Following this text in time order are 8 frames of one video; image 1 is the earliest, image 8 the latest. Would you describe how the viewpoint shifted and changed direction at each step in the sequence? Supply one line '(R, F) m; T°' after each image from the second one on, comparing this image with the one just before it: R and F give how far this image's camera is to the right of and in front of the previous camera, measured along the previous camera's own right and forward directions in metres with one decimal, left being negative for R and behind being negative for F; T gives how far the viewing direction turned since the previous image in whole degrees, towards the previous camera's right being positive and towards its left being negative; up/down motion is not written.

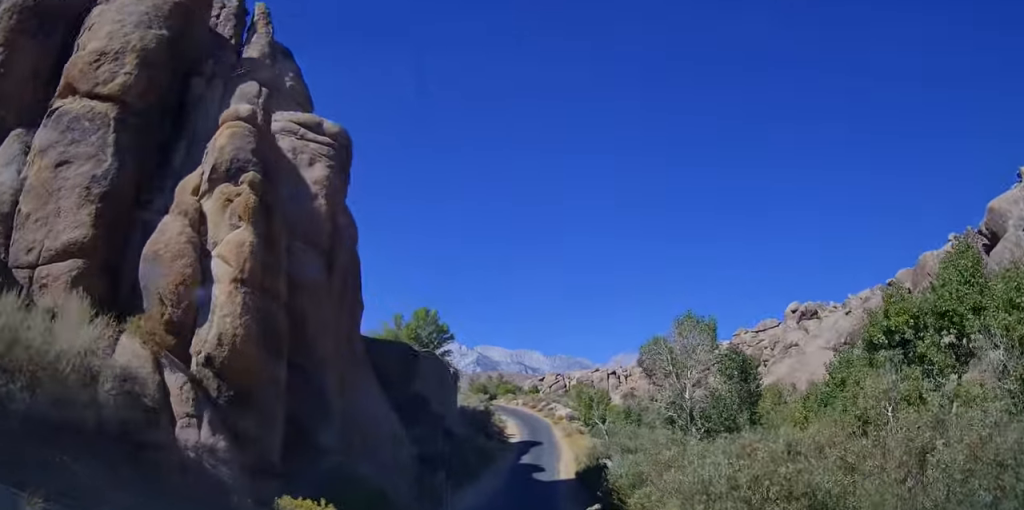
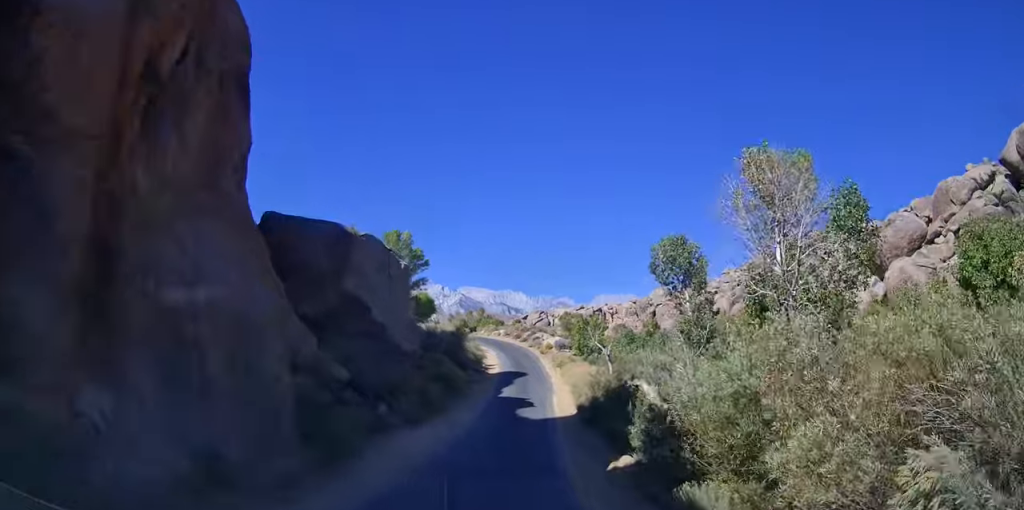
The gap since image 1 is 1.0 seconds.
(0.0, +10.9) m; +1°
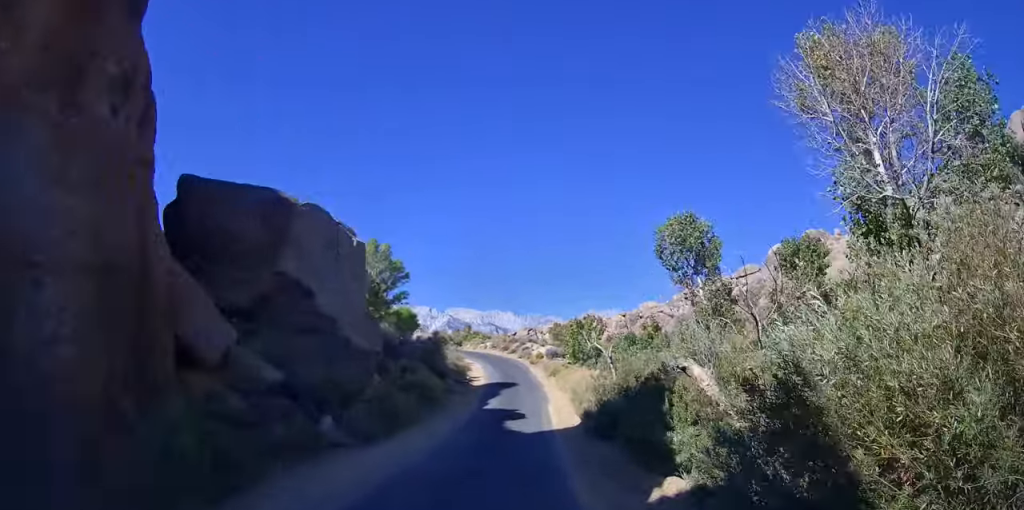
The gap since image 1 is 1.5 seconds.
(+0.1, +5.6) m; +1°
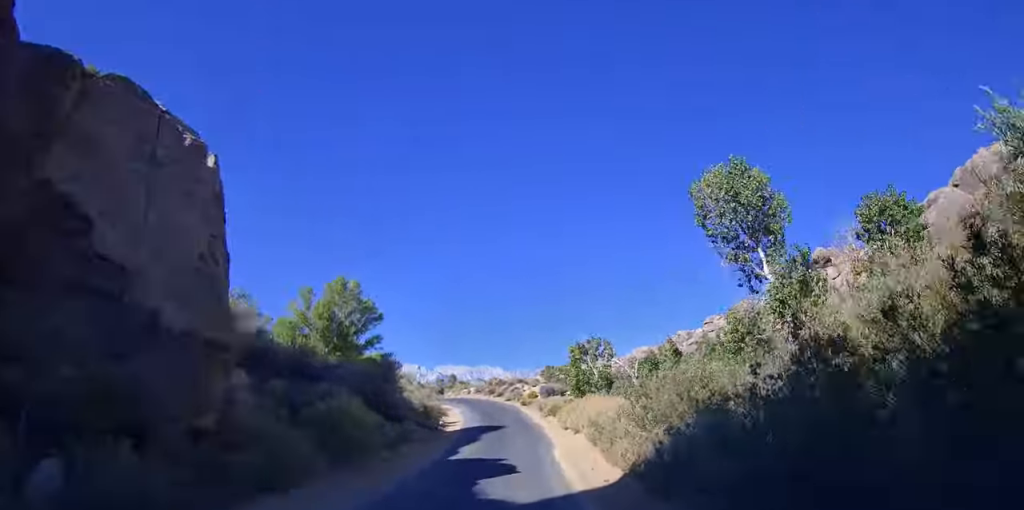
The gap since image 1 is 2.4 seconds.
(+0.1, +10.2) m; +2°
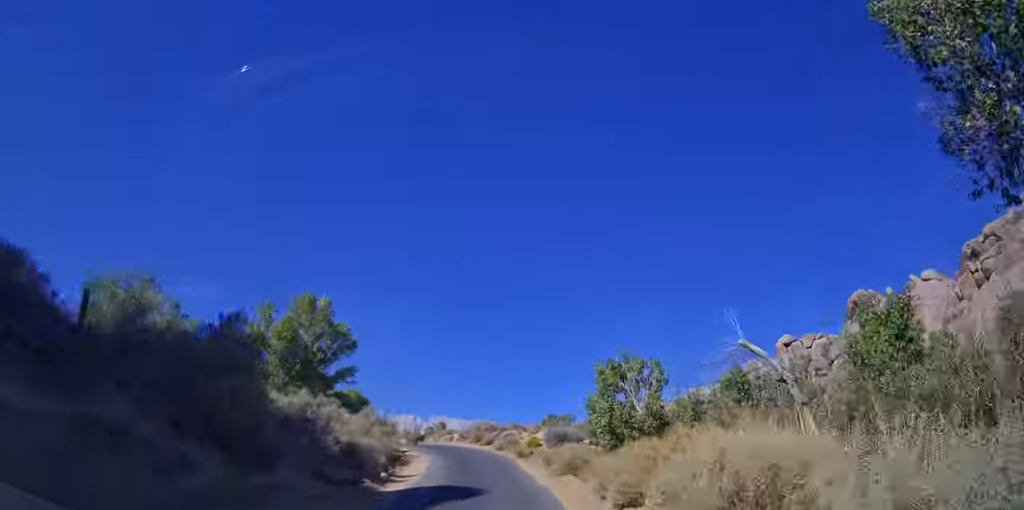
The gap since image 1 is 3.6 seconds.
(+0.4, +13.5) m; +2°
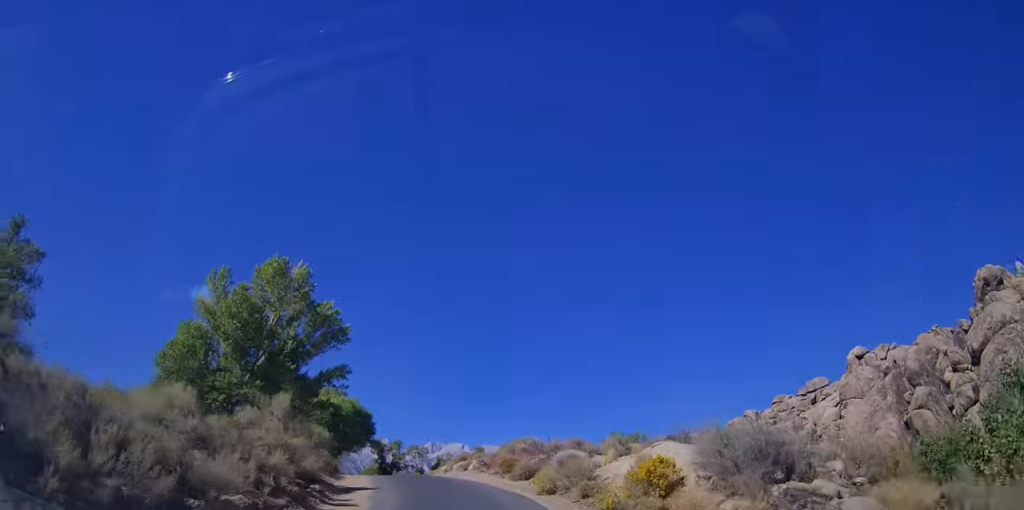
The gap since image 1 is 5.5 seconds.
(-0.8, +22.2) m; -6°
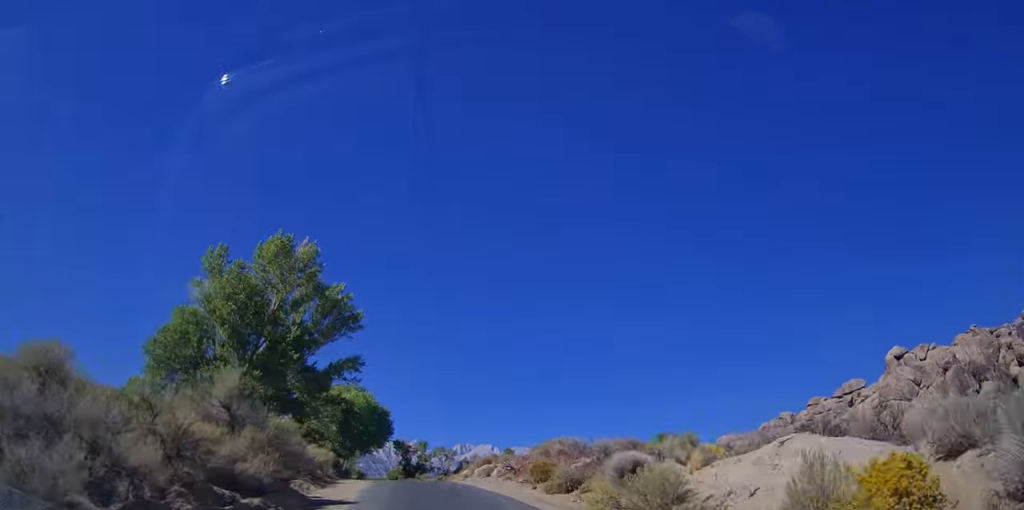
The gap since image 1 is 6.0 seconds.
(-0.1, +6.1) m; -1°
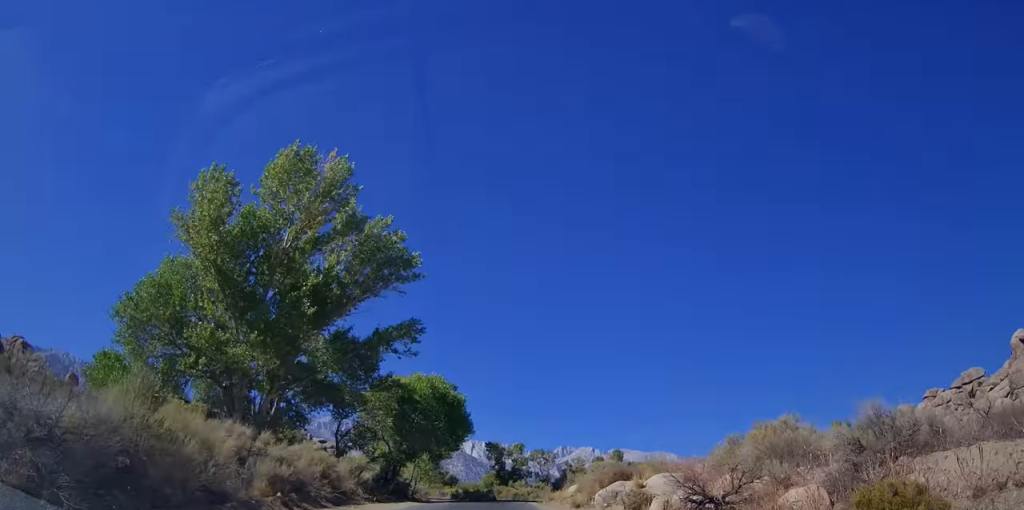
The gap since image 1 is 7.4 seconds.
(-0.9, +15.3) m; -8°
